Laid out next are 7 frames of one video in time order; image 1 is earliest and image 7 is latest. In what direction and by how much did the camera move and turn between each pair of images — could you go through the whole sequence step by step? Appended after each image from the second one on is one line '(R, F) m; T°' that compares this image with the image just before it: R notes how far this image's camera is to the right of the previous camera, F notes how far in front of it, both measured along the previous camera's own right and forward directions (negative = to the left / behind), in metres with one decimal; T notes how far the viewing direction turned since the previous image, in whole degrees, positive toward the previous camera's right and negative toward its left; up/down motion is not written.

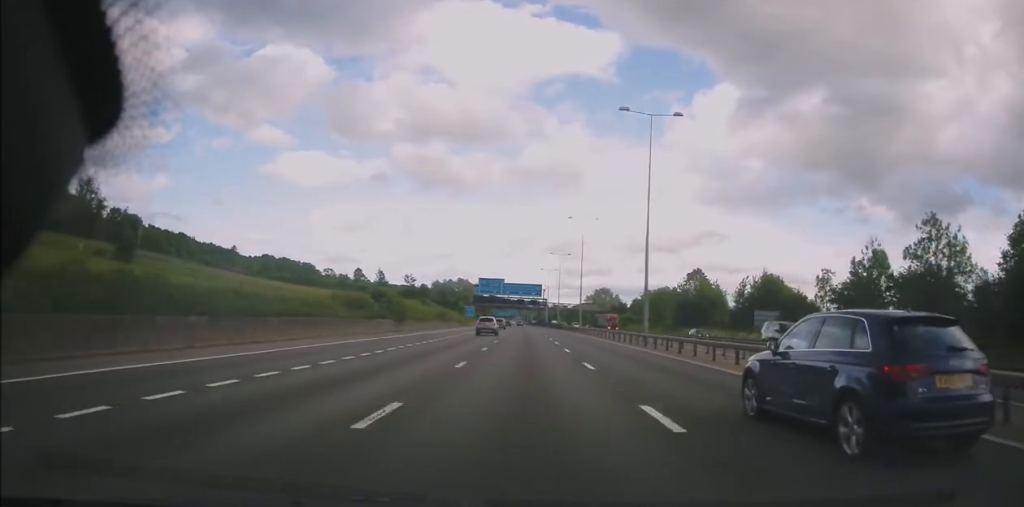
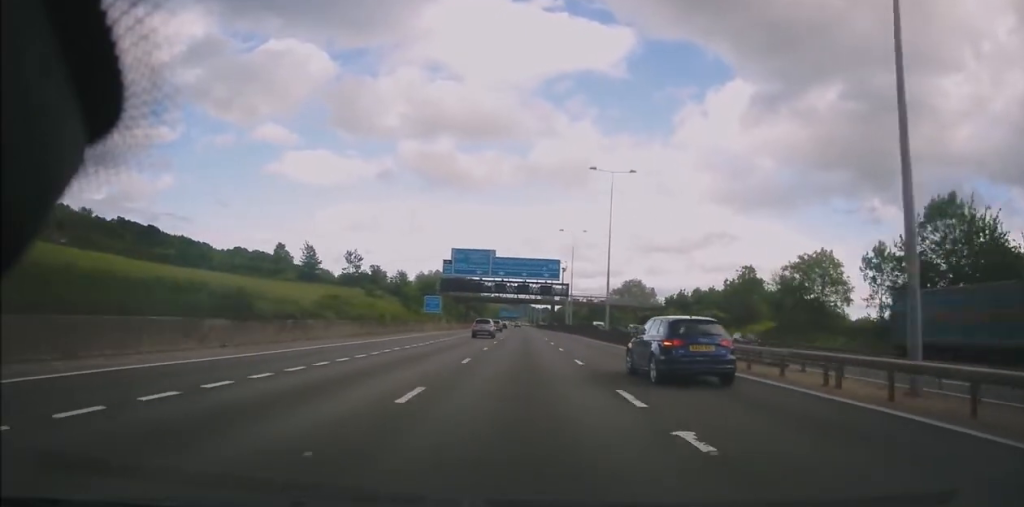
(0.0, +69.9) m; 0°
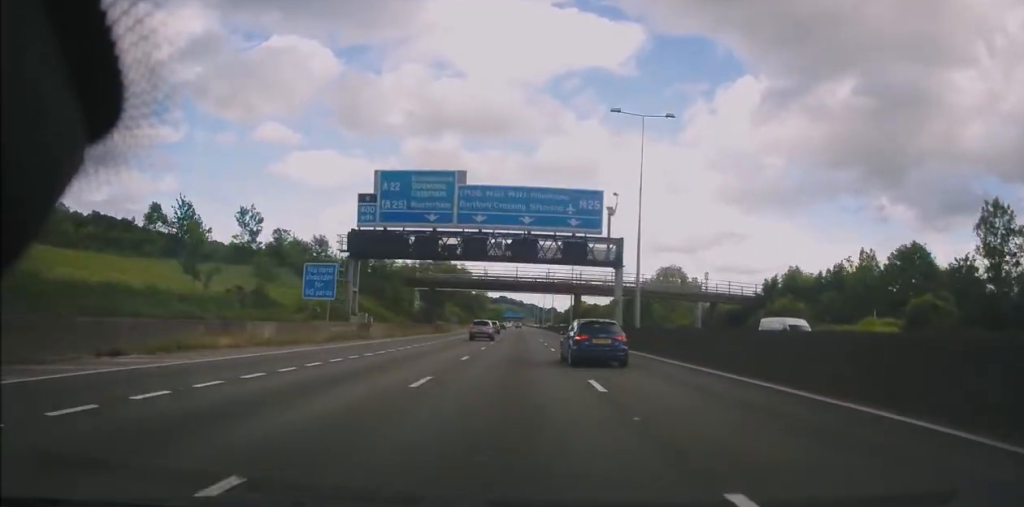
(-0.6, +52.4) m; -1°
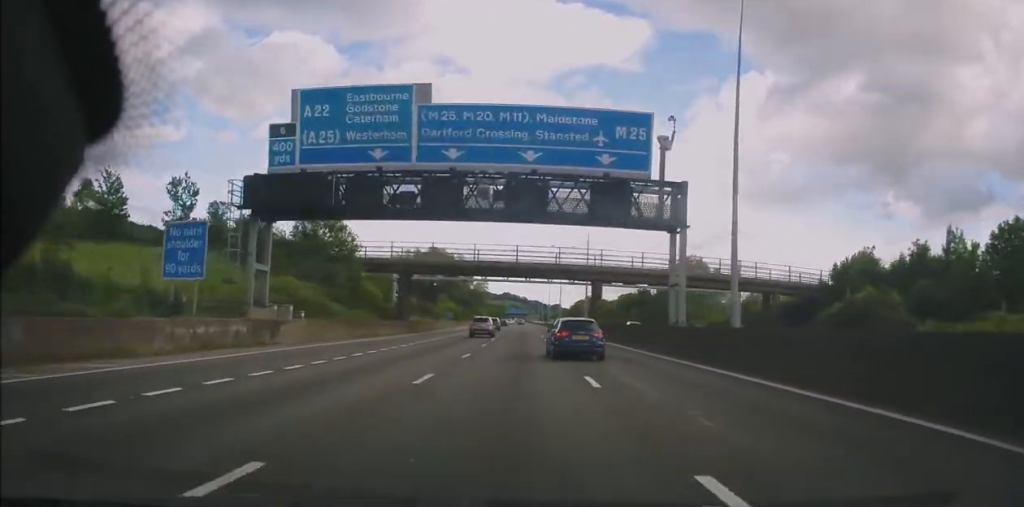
(+0.1, +17.8) m; -1°
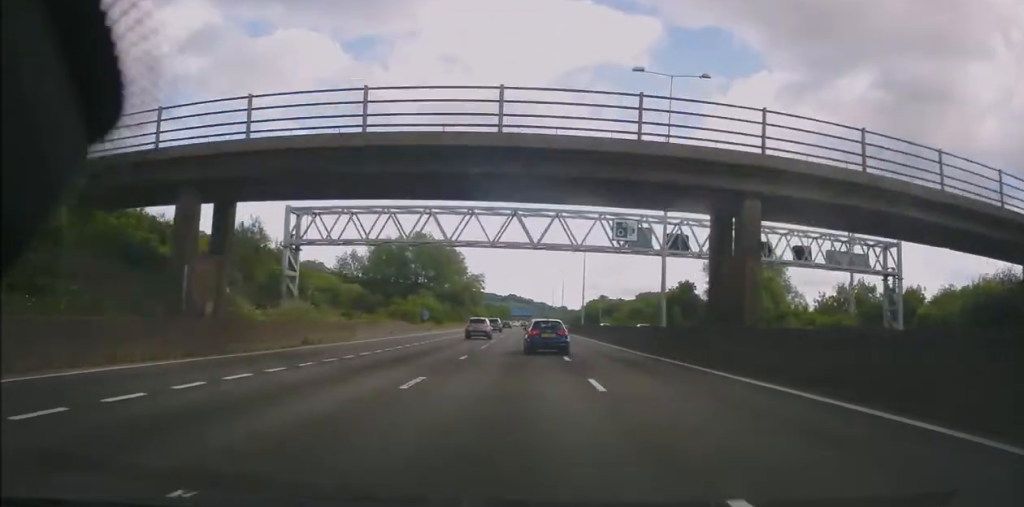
(-0.6, +37.7) m; -1°
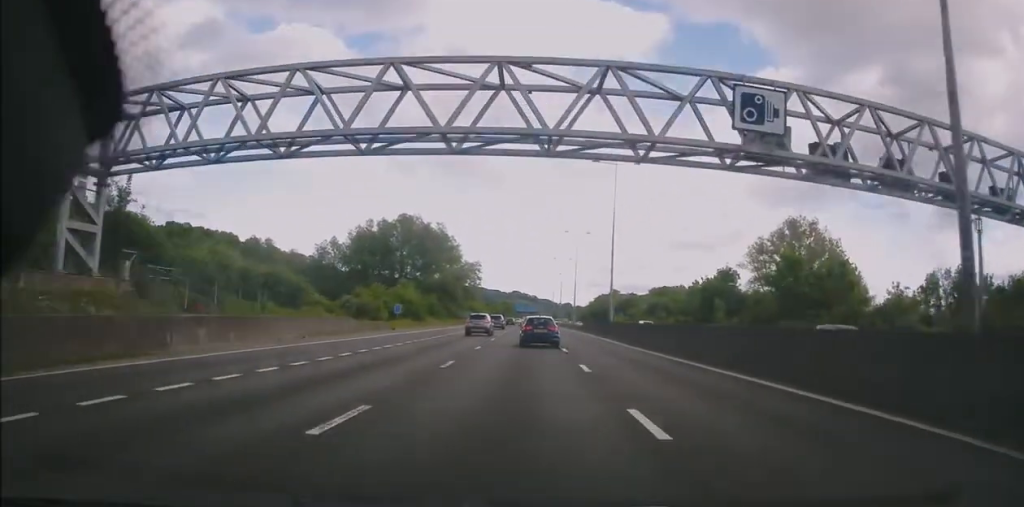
(0.0, +23.0) m; +1°
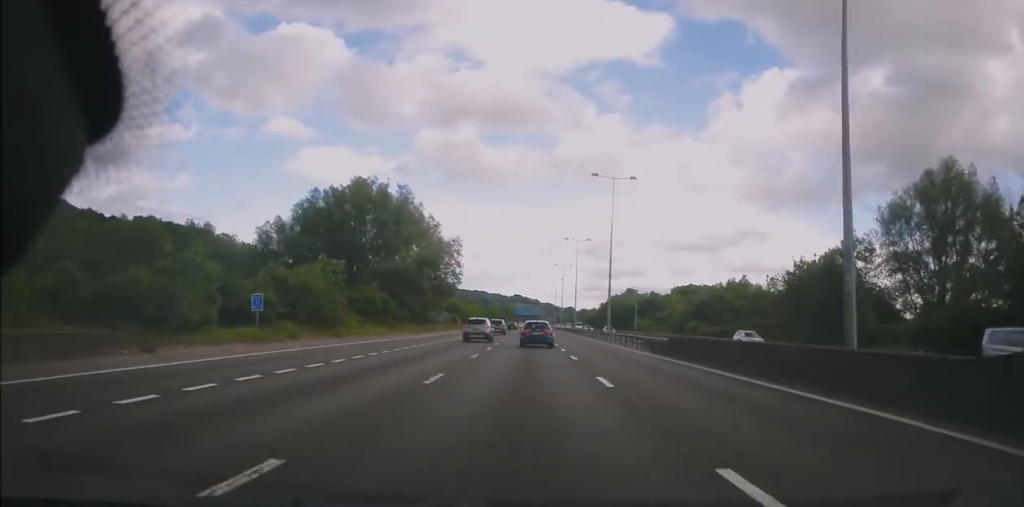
(+0.5, +39.6) m; 0°
